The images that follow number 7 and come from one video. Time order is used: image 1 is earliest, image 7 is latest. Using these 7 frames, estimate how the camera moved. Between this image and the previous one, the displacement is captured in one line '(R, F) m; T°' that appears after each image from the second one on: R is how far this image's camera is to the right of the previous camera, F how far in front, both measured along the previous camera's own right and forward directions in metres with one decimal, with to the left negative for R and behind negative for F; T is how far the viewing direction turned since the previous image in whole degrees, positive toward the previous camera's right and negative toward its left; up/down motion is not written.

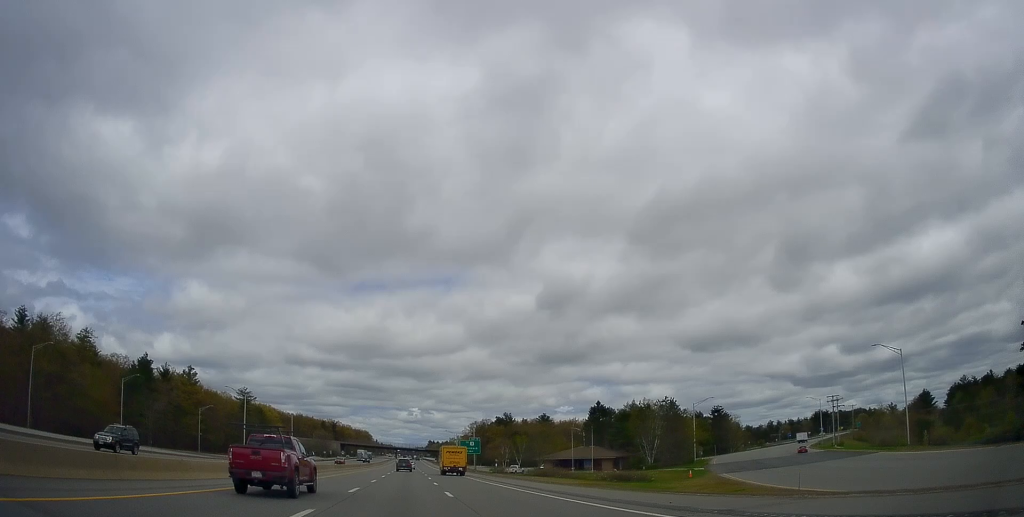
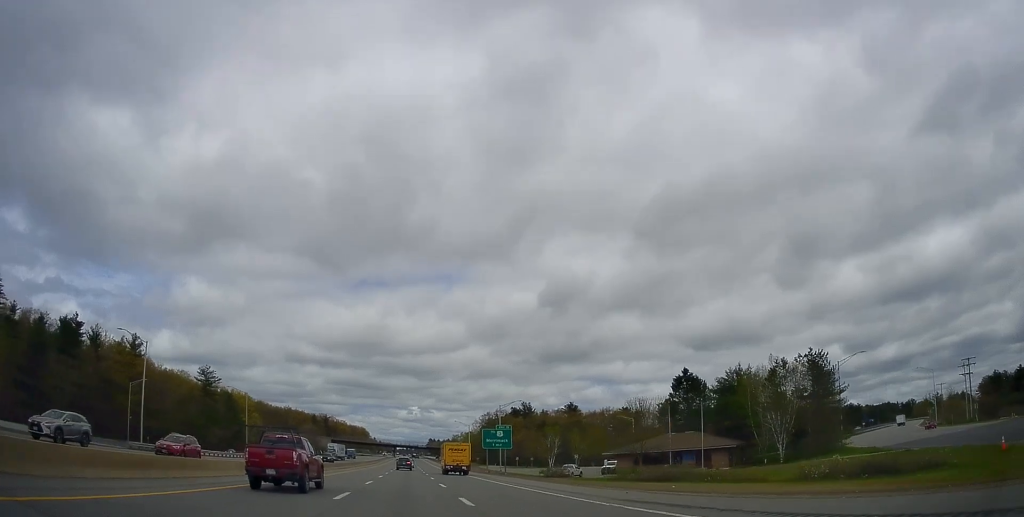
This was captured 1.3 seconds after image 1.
(-0.2, +41.6) m; -1°
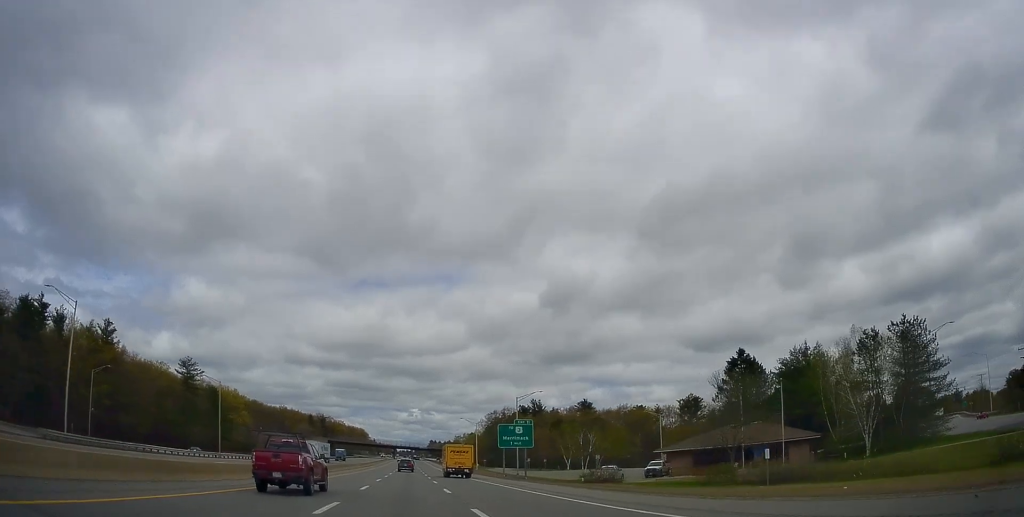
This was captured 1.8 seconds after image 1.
(0.0, +15.8) m; 0°
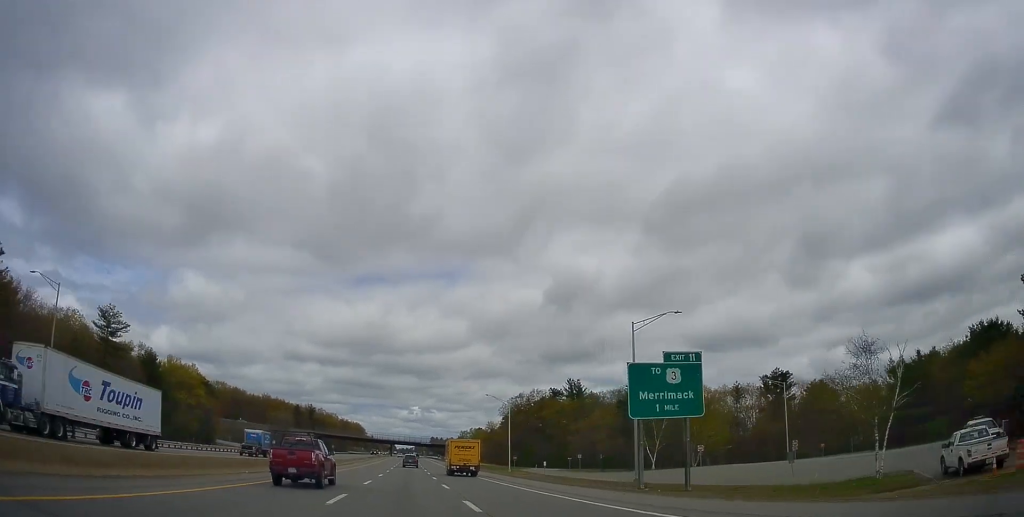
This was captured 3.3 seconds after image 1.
(-0.5, +46.3) m; 0°
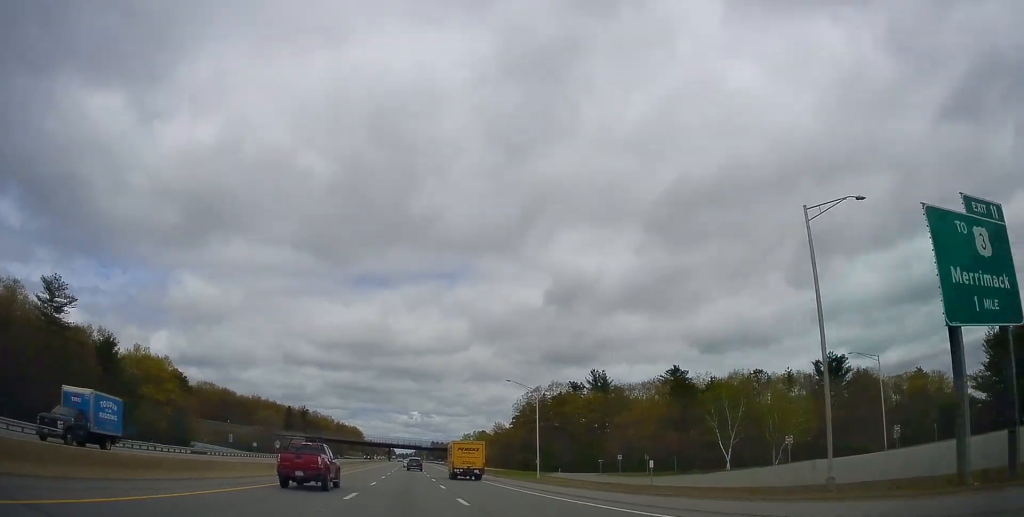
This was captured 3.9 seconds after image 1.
(+0.3, +21.1) m; 0°
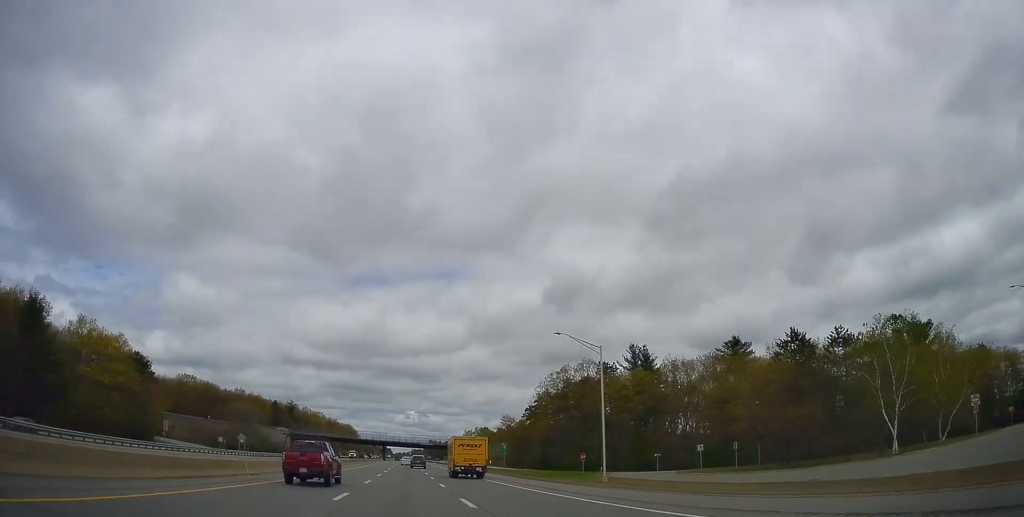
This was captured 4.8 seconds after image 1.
(-0.1, +26.3) m; 0°
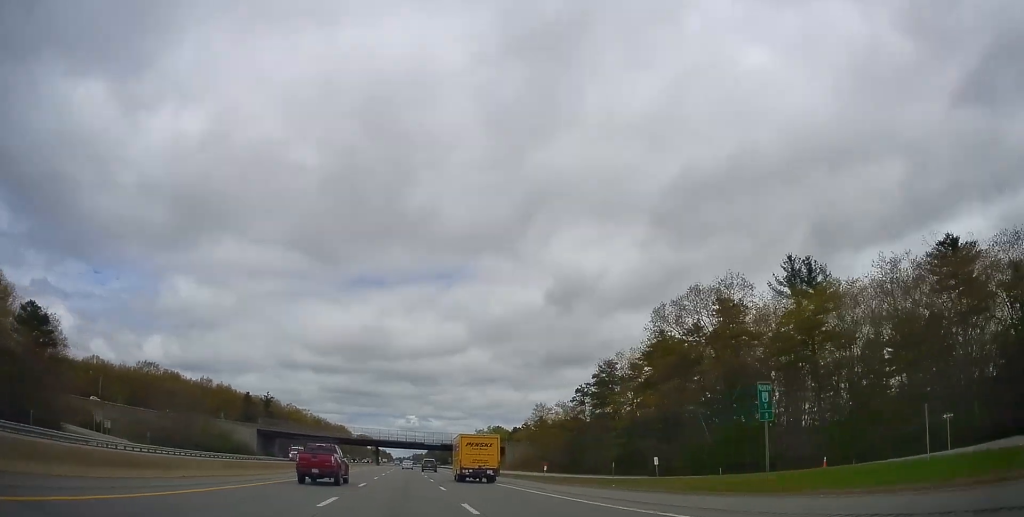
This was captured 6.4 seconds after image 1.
(+0.4, +50.3) m; +1°
